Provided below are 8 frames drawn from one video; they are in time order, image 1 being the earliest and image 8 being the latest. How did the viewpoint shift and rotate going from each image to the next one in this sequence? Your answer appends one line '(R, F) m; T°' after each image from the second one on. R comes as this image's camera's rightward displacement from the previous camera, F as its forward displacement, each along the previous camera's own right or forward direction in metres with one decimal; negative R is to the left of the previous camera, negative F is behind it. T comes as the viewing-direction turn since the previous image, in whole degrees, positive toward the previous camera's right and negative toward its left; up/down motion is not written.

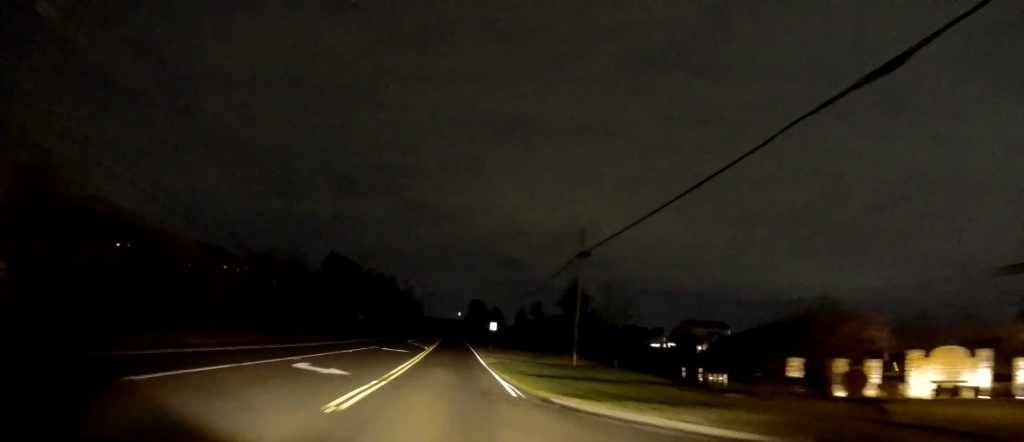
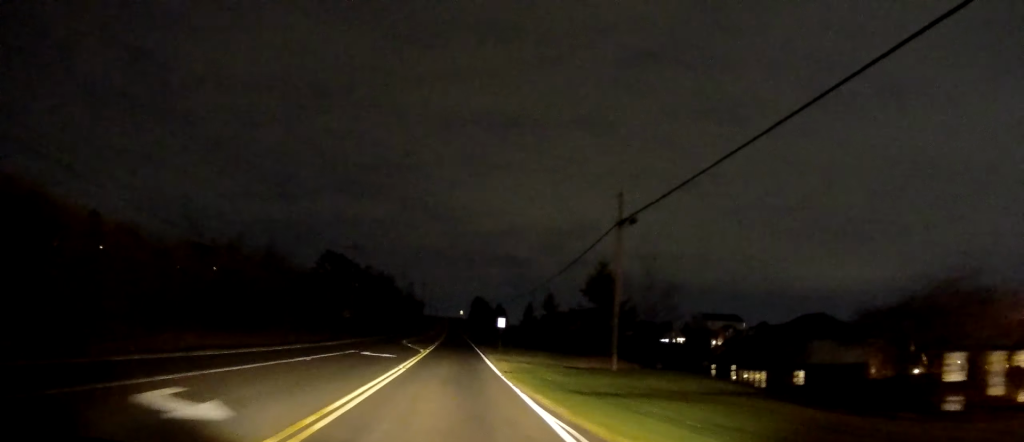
(+0.1, +9.0) m; 0°
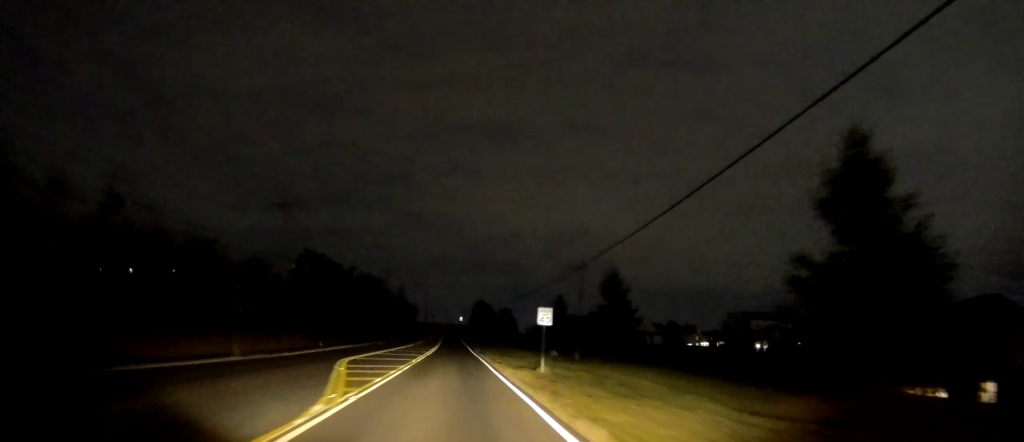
(-0.4, +27.3) m; -1°
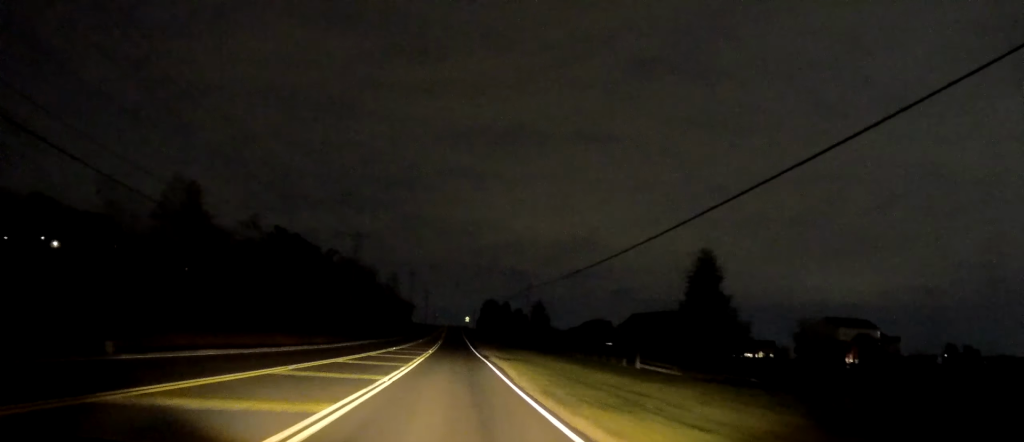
(+0.1, +36.9) m; 0°
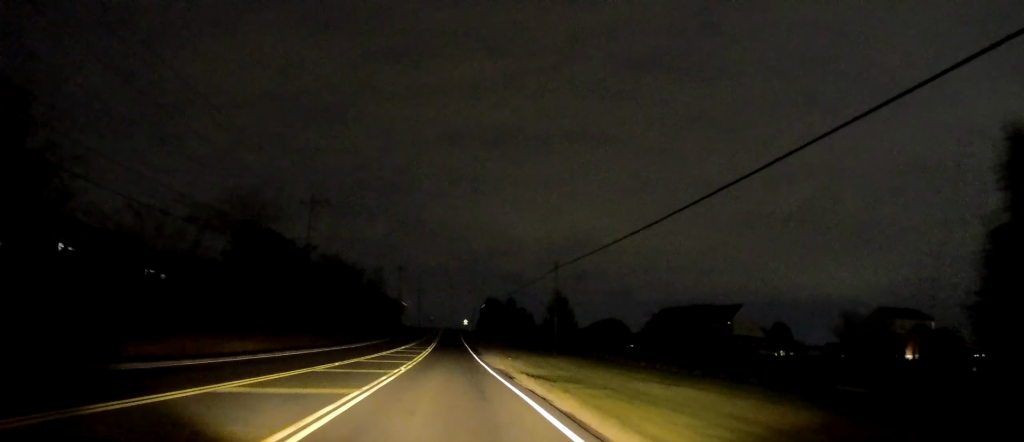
(-0.4, +18.3) m; -1°
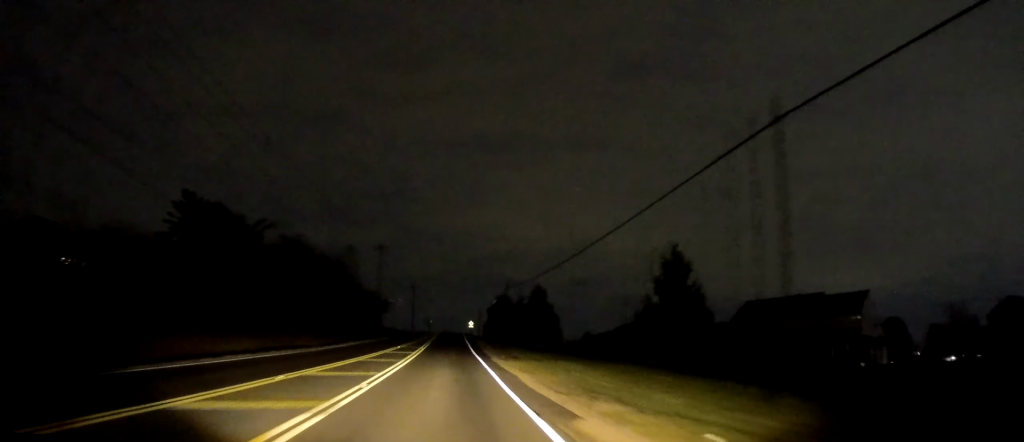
(+0.4, +31.2) m; +1°
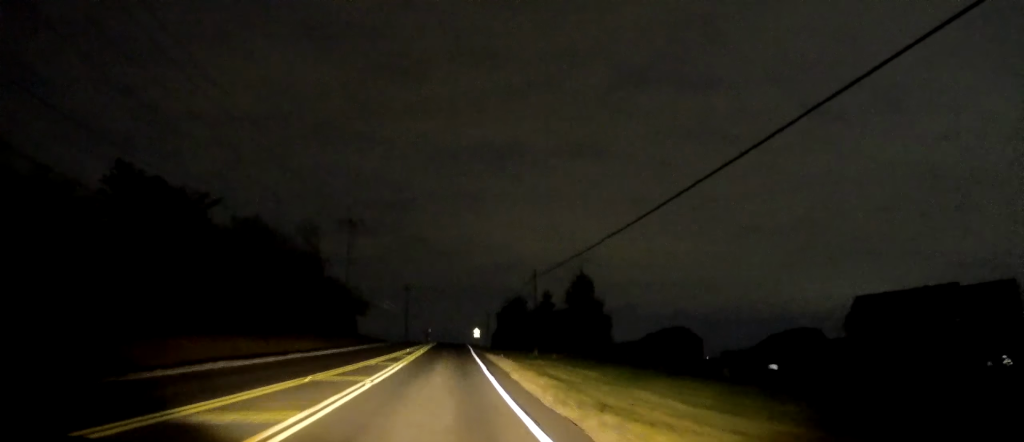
(0.0, +22.0) m; -1°
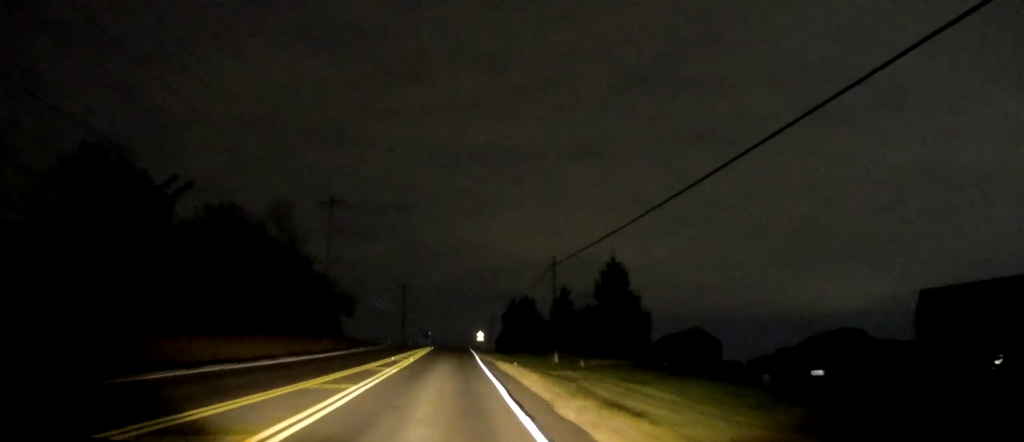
(-0.1, +8.8) m; 0°
